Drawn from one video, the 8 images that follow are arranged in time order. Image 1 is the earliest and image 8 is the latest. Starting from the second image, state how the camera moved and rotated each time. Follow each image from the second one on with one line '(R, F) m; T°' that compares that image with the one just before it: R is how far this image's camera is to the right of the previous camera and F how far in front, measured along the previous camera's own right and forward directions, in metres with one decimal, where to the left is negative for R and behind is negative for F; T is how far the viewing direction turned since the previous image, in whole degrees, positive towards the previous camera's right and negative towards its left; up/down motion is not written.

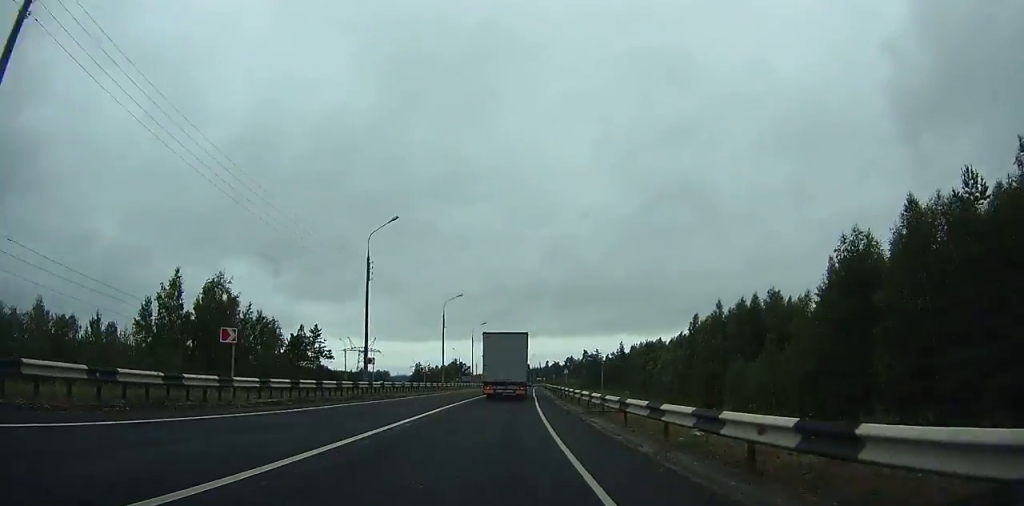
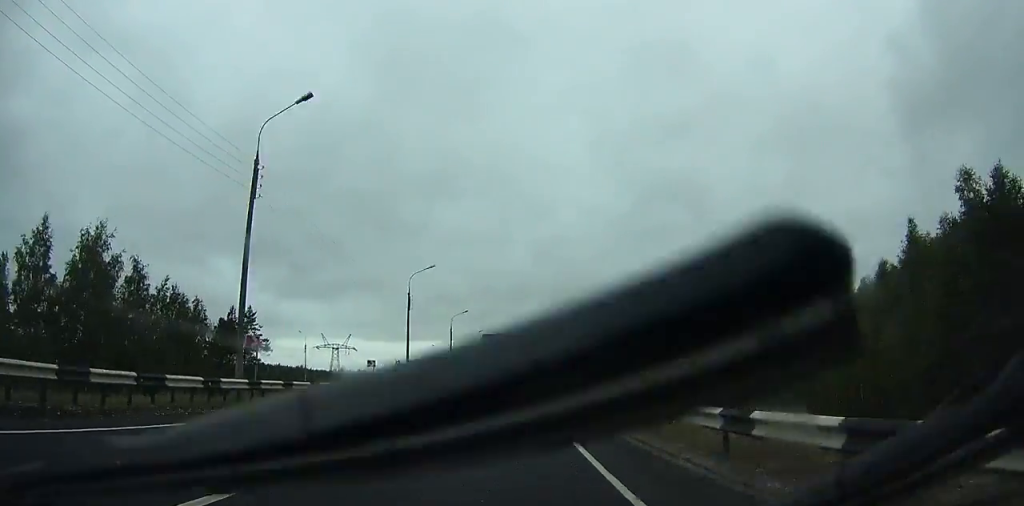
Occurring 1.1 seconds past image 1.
(+0.3, +18.3) m; +2°
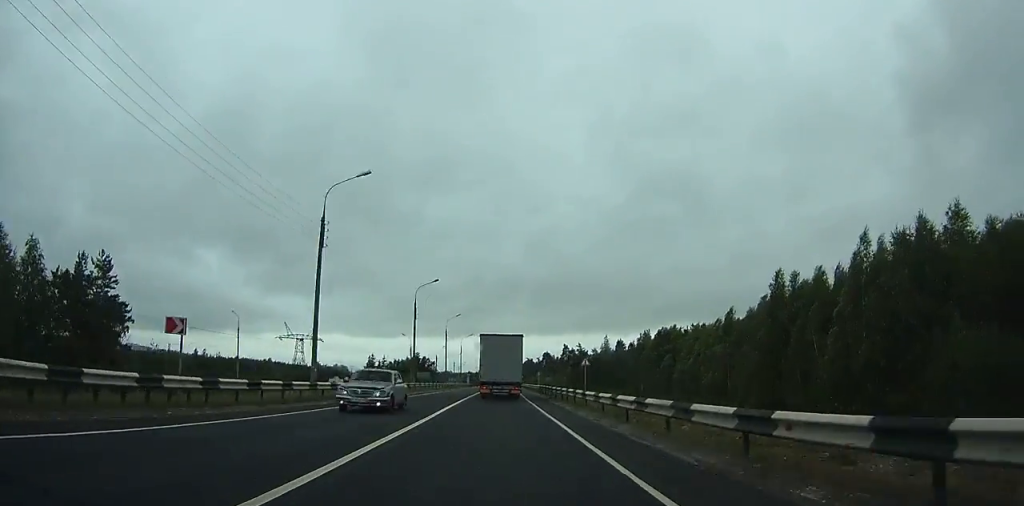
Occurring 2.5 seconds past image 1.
(+1.1, +24.0) m; +1°
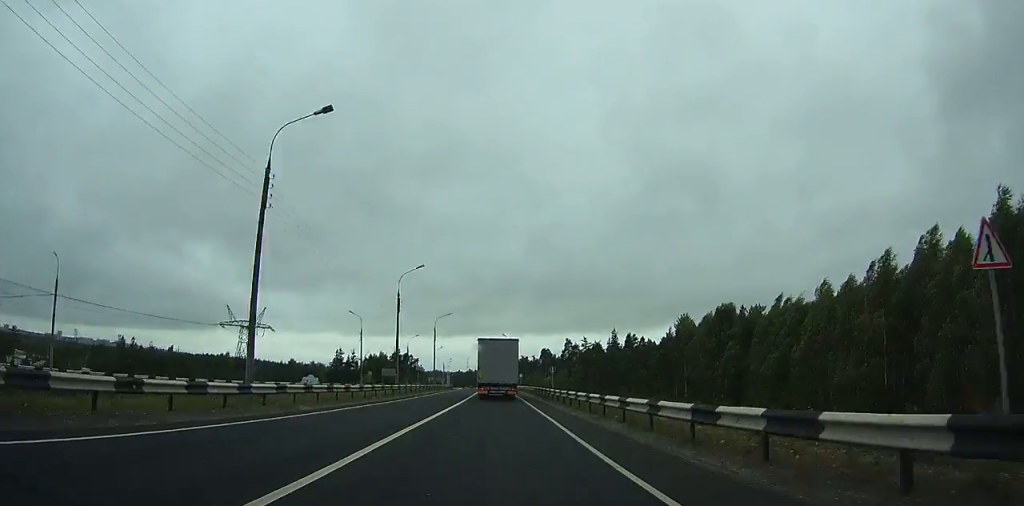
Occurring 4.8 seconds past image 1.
(-0.7, +40.2) m; +1°
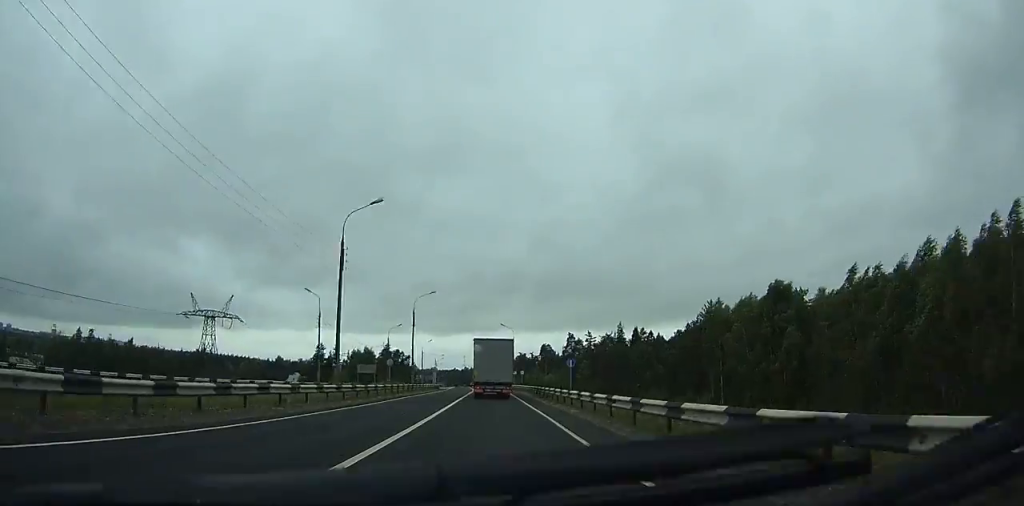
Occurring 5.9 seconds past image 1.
(+0.6, +19.6) m; +1°
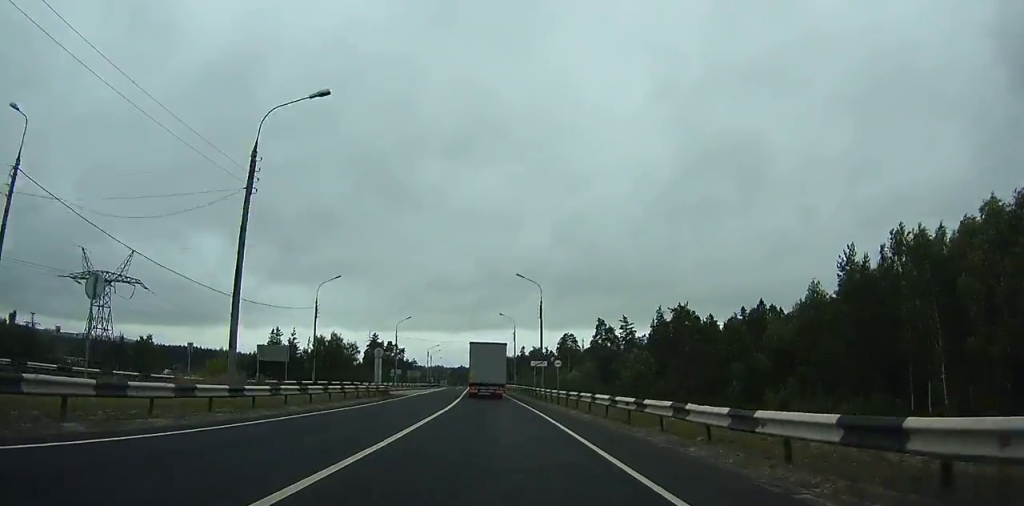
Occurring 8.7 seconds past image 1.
(+0.7, +47.6) m; +1°
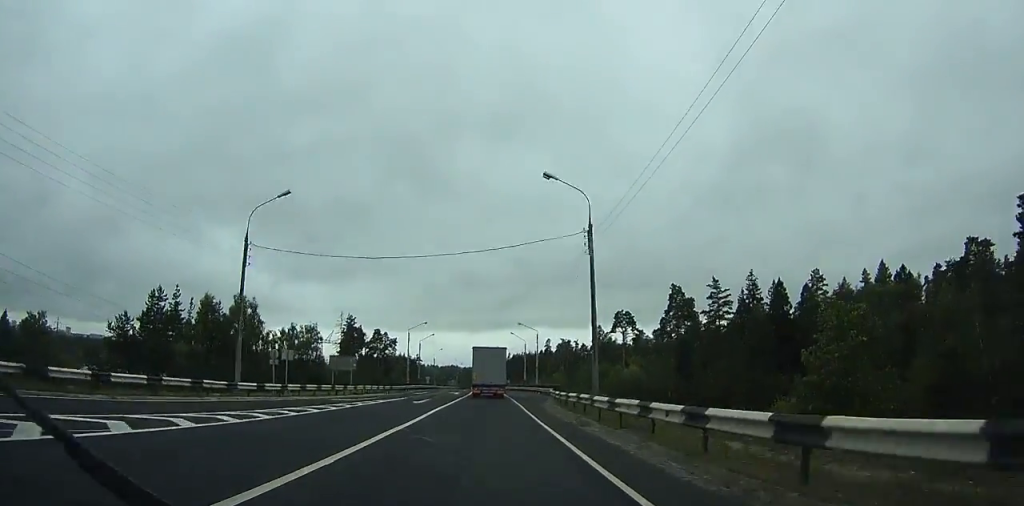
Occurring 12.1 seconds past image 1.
(-0.7, +61.8) m; -2°
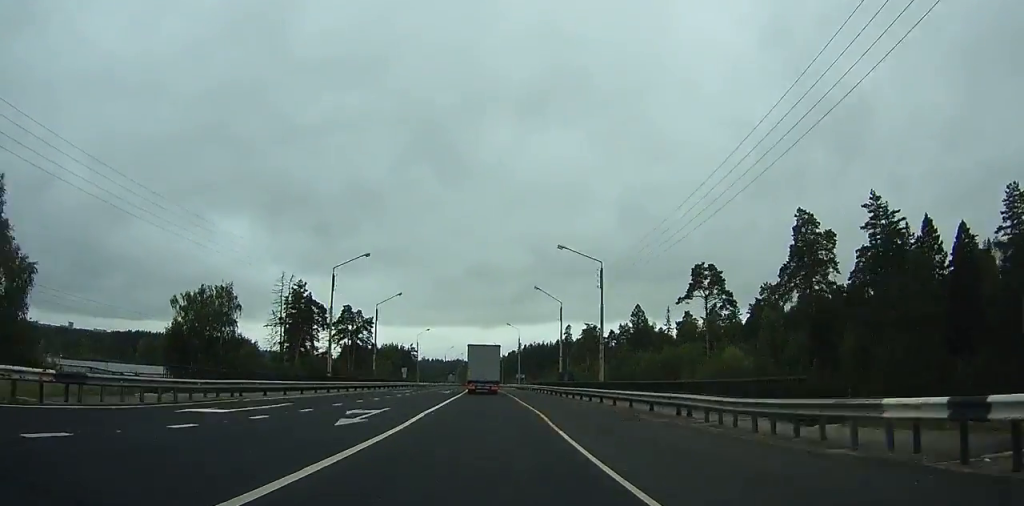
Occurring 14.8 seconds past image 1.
(-0.8, +49.3) m; -1°
